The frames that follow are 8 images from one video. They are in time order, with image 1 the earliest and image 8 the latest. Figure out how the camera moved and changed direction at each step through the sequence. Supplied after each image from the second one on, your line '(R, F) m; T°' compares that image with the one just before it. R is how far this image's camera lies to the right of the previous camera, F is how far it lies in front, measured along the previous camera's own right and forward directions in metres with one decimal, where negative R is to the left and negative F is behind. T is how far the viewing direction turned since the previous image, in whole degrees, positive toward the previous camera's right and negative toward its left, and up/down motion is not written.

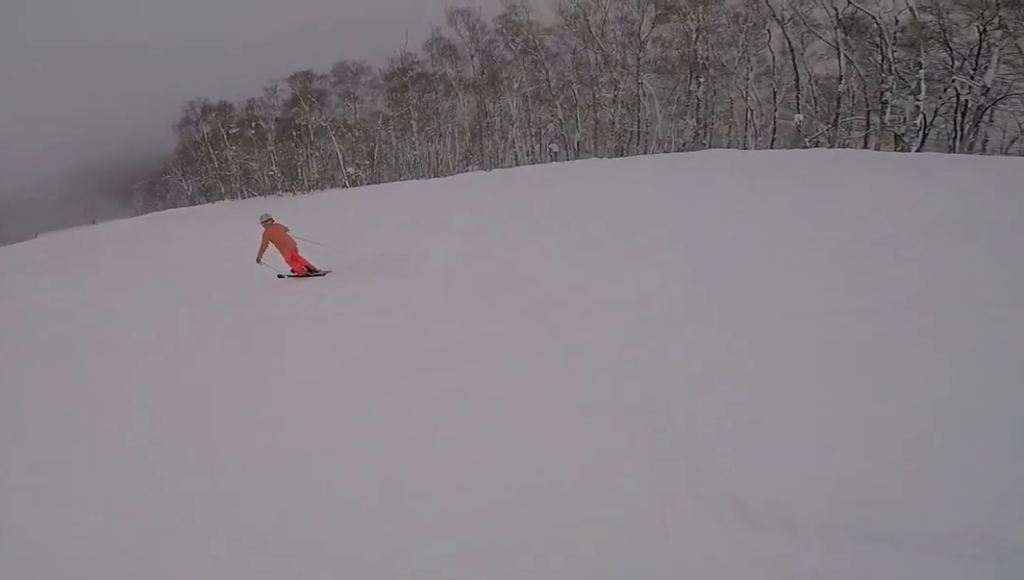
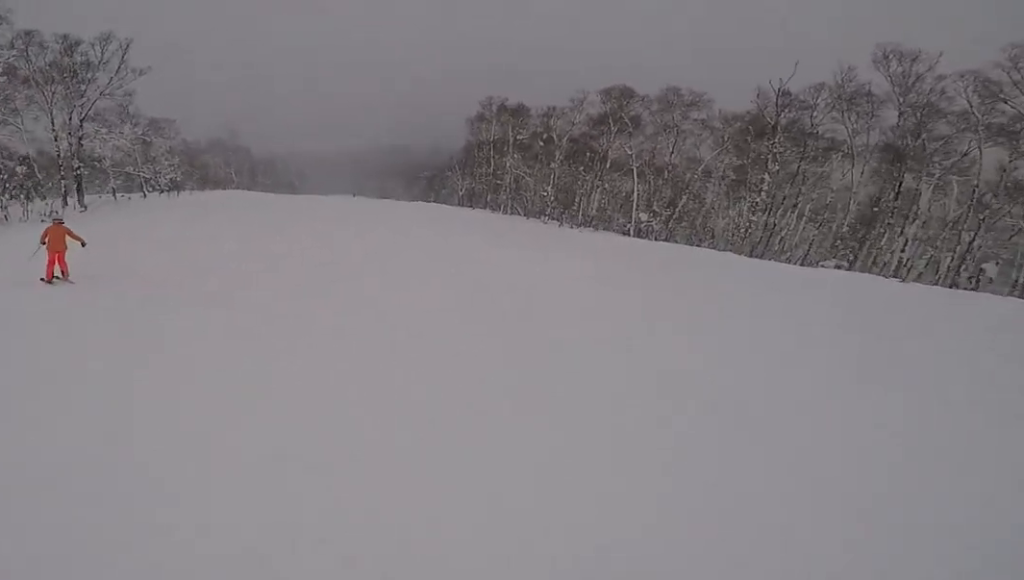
(0.0, +11.5) m; +1°
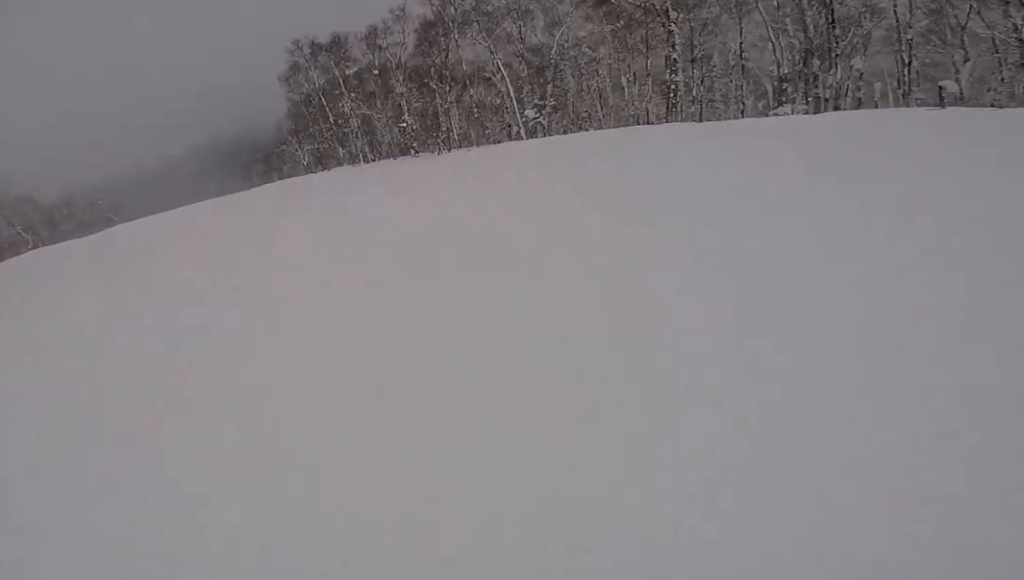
(+0.4, +11.0) m; +7°
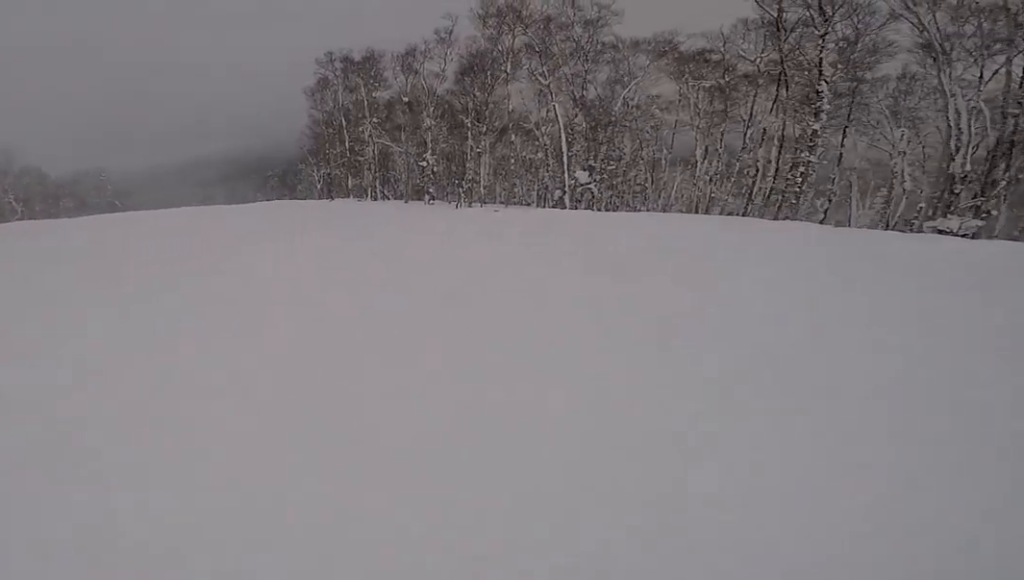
(+0.6, +8.2) m; +3°
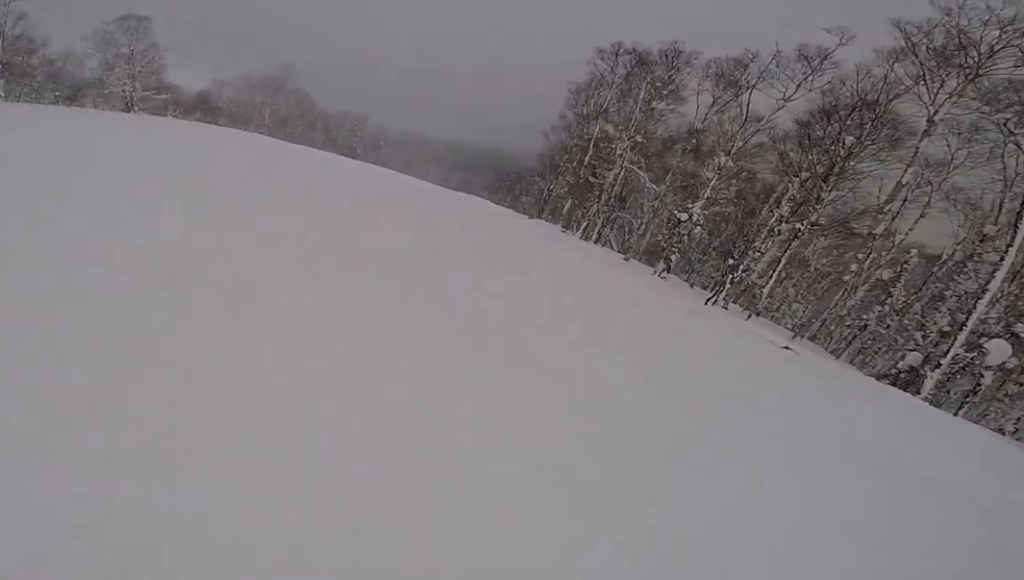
(-1.7, +11.4) m; -34°
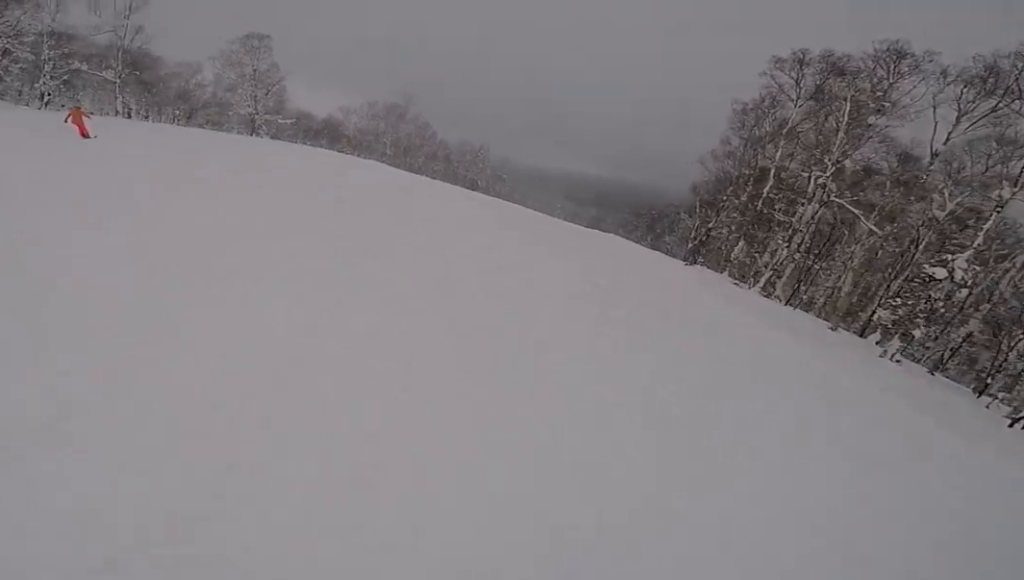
(-1.2, +5.6) m; -18°
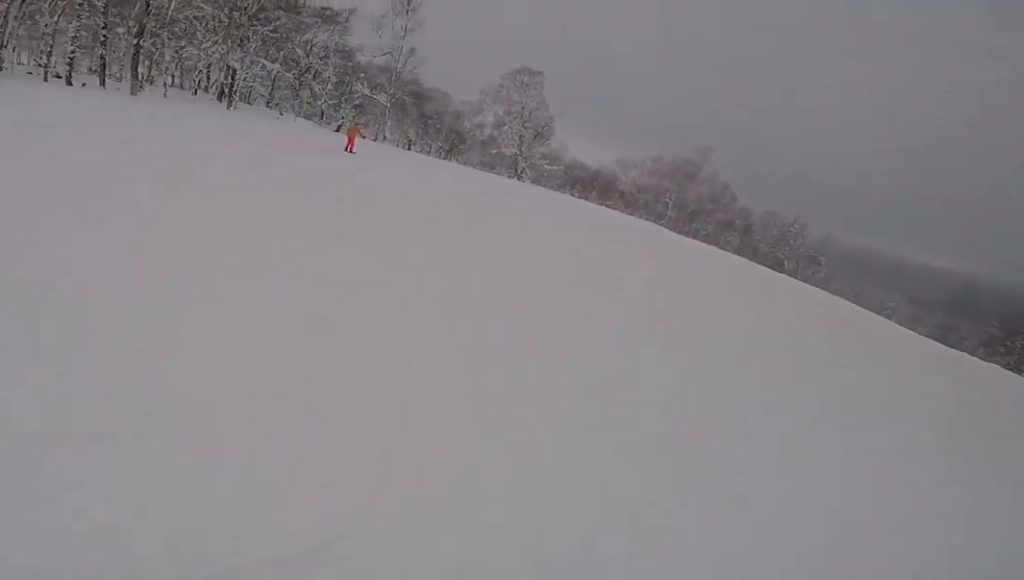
(-1.0, +4.9) m; -9°
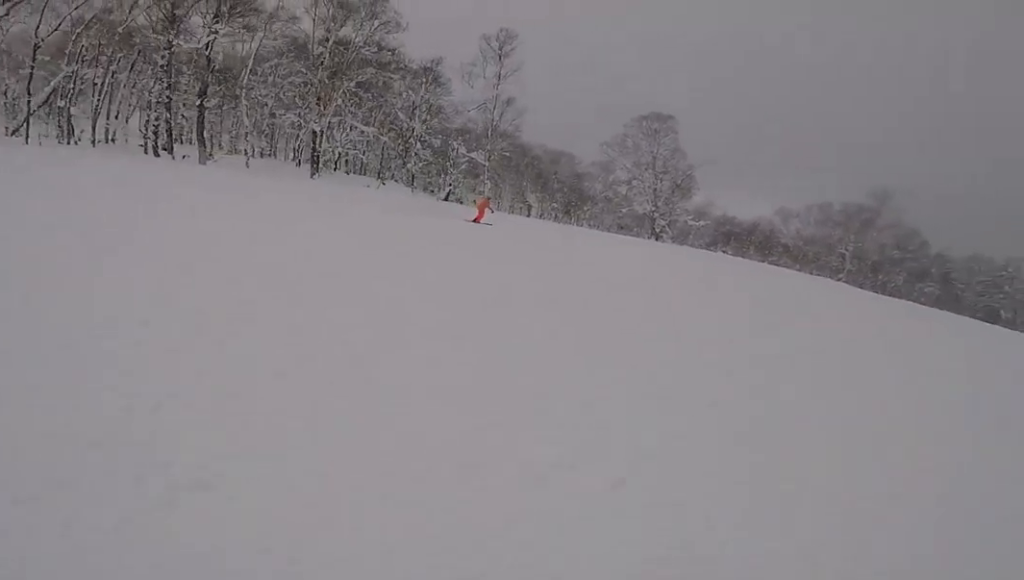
(-0.2, +6.0) m; +4°
